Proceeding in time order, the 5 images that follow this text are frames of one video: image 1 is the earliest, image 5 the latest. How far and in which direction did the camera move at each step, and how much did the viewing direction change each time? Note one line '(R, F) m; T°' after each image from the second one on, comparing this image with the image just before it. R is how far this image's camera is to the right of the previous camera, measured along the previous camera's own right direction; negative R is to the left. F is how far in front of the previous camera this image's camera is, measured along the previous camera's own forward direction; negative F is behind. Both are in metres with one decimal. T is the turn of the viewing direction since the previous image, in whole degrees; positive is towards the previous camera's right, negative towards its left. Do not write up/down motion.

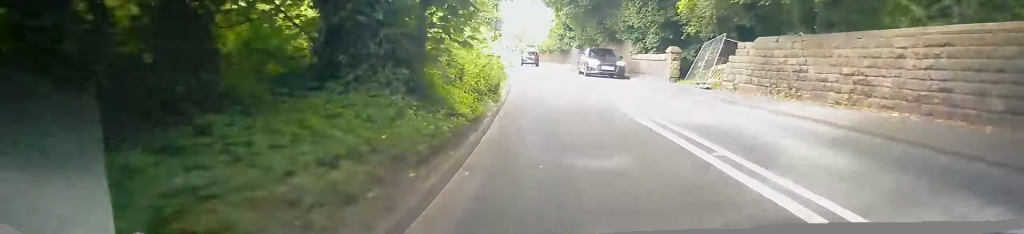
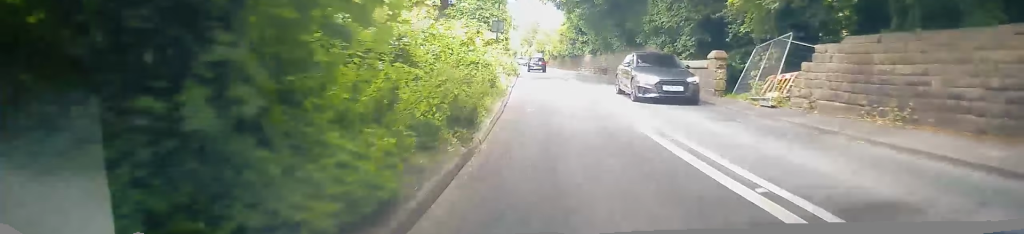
(0.0, +4.9) m; -5°
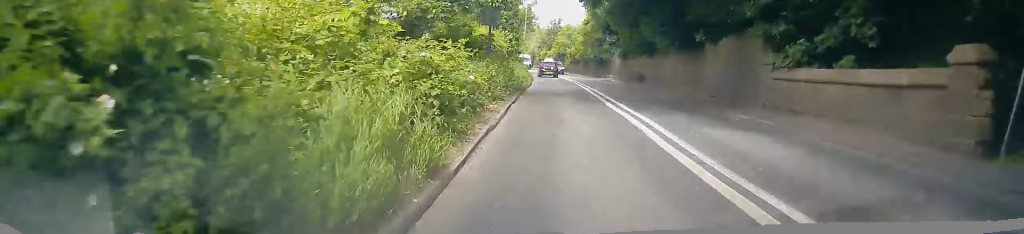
(-1.1, +11.0) m; -2°
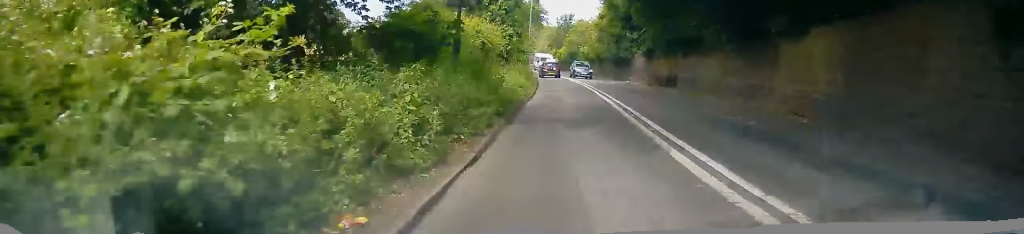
(+0.5, +8.4) m; +3°
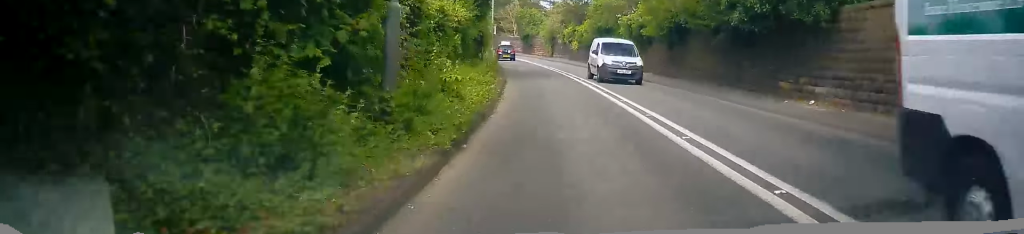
(-0.2, +37.0) m; -2°
